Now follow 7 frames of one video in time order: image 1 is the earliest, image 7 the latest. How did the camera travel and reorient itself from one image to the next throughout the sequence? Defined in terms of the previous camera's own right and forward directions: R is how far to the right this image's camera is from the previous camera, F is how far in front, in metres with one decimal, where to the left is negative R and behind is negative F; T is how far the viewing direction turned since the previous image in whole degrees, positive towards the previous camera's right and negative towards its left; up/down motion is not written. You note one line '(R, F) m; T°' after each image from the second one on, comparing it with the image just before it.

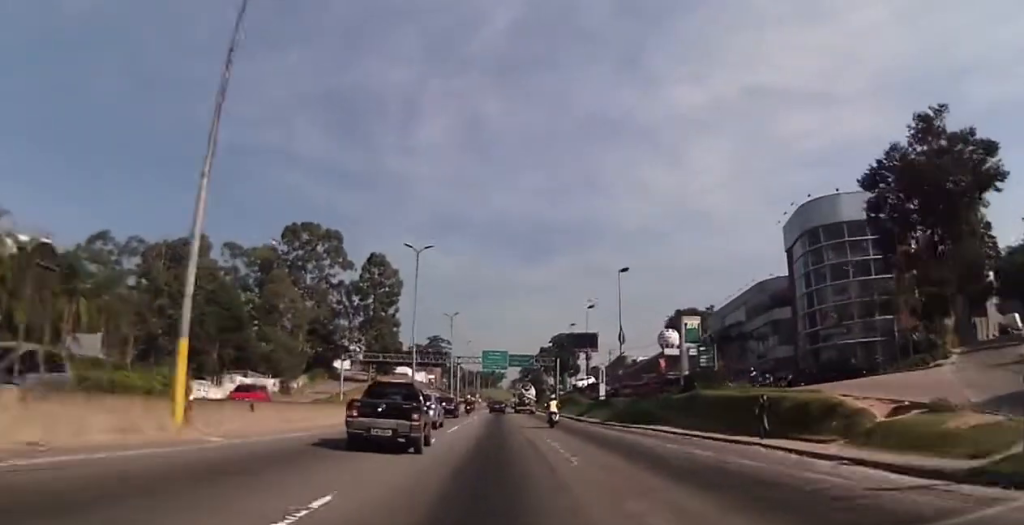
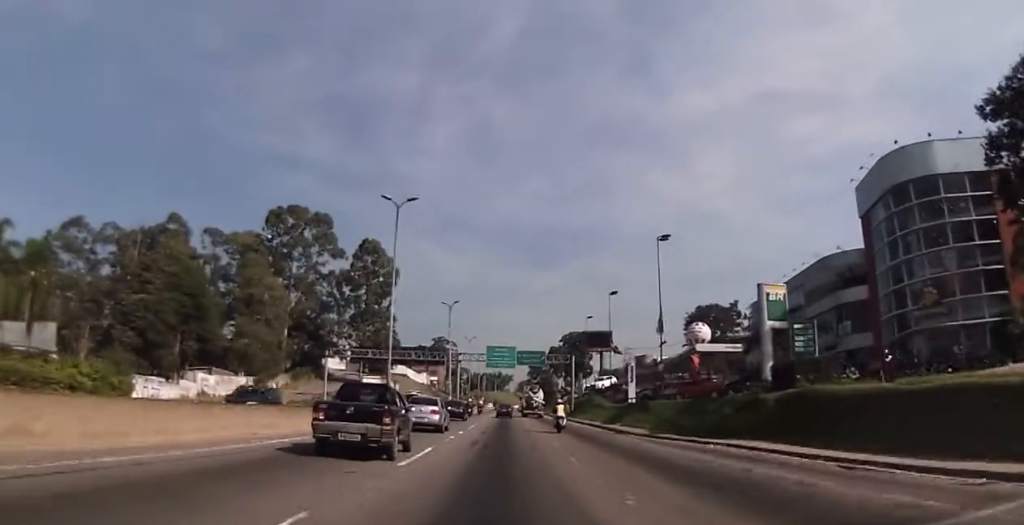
(0.0, +12.3) m; -1°
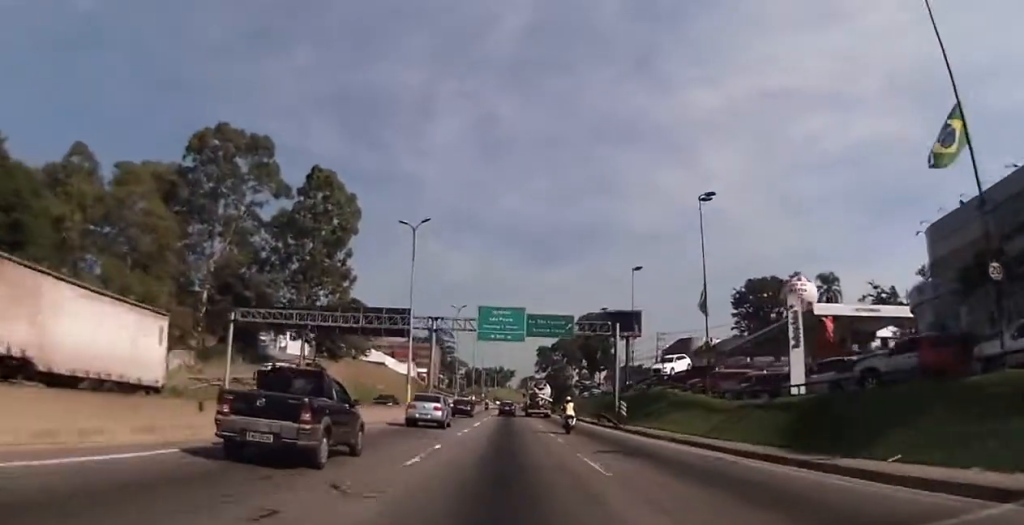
(-0.3, +32.6) m; 0°
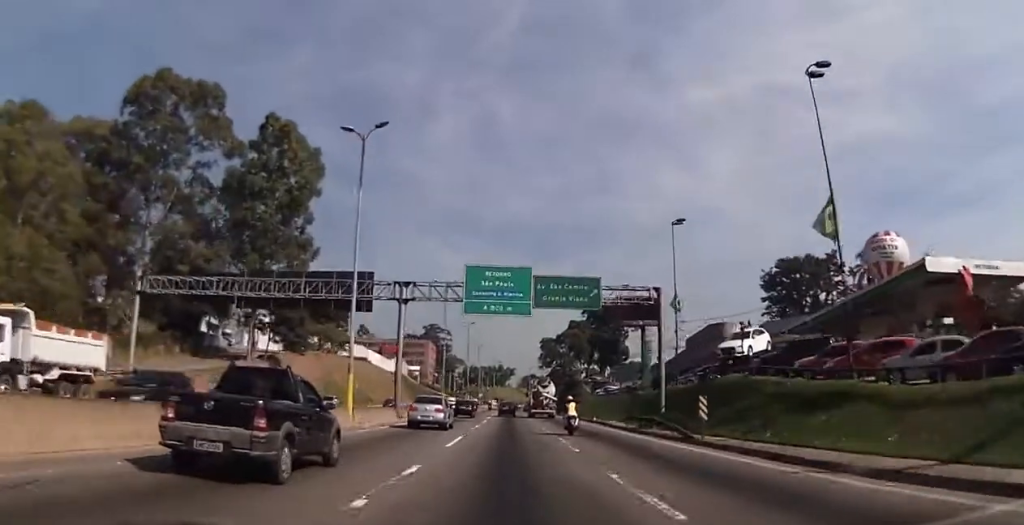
(+0.1, +16.7) m; -1°
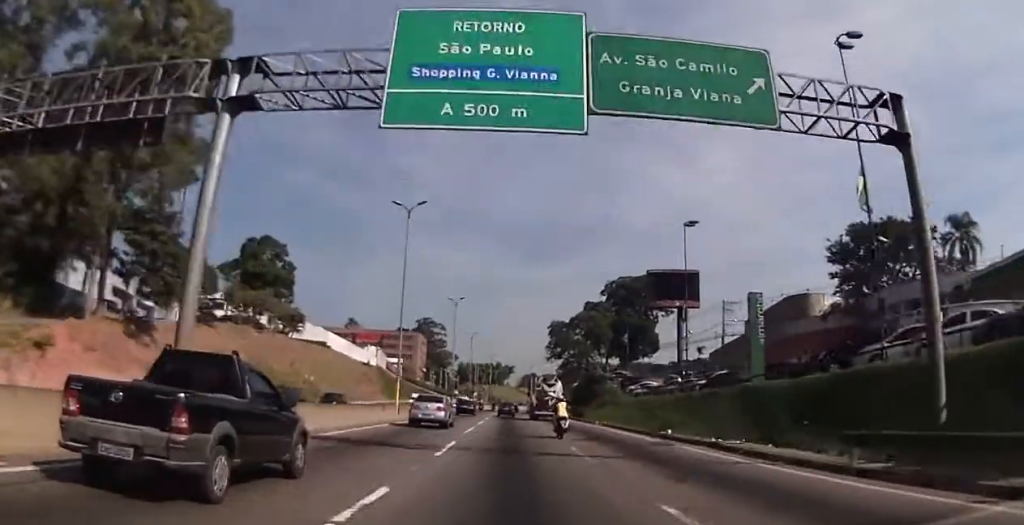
(-0.5, +27.8) m; 0°
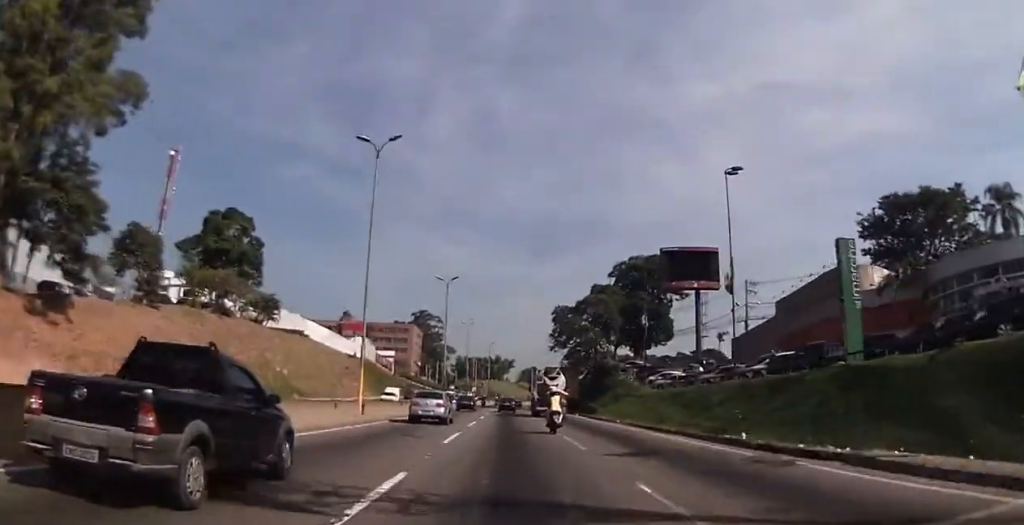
(0.0, +10.5) m; 0°
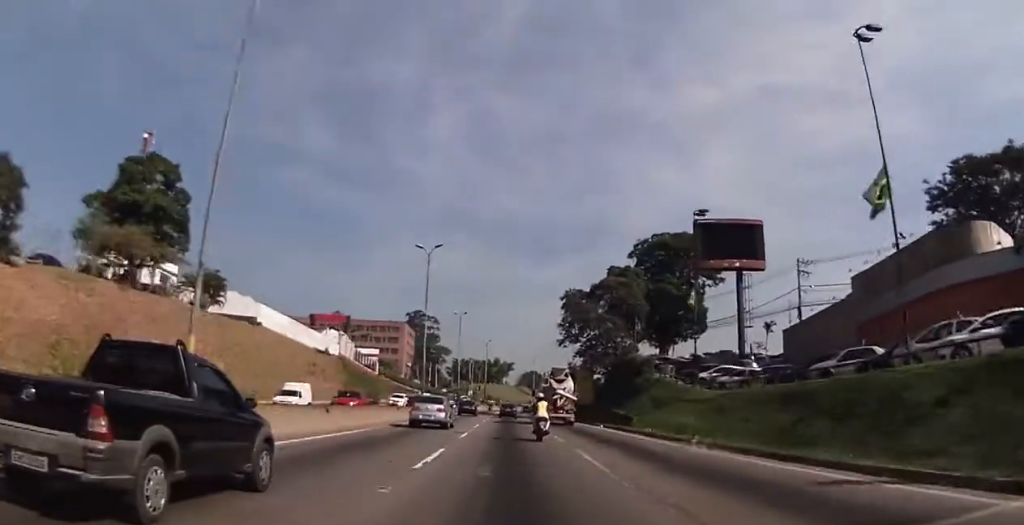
(+0.3, +18.0) m; 0°
